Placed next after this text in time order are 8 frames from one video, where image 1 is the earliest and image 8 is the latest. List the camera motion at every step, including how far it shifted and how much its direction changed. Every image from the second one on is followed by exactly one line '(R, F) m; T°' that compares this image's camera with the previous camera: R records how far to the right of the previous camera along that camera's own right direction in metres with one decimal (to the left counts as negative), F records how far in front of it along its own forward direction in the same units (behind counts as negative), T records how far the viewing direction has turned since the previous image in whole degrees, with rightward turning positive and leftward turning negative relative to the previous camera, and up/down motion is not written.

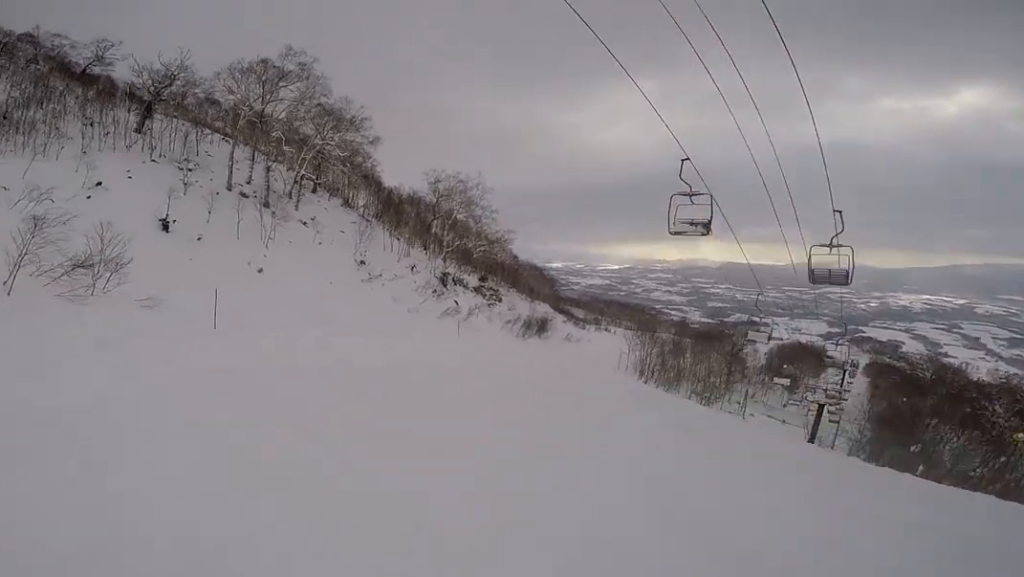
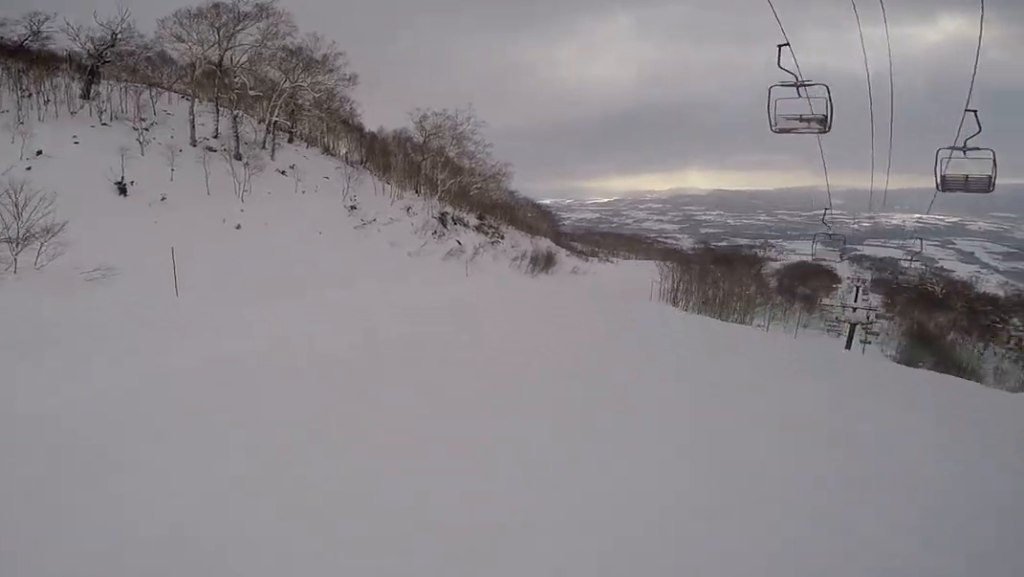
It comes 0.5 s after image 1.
(-0.6, +3.6) m; +2°
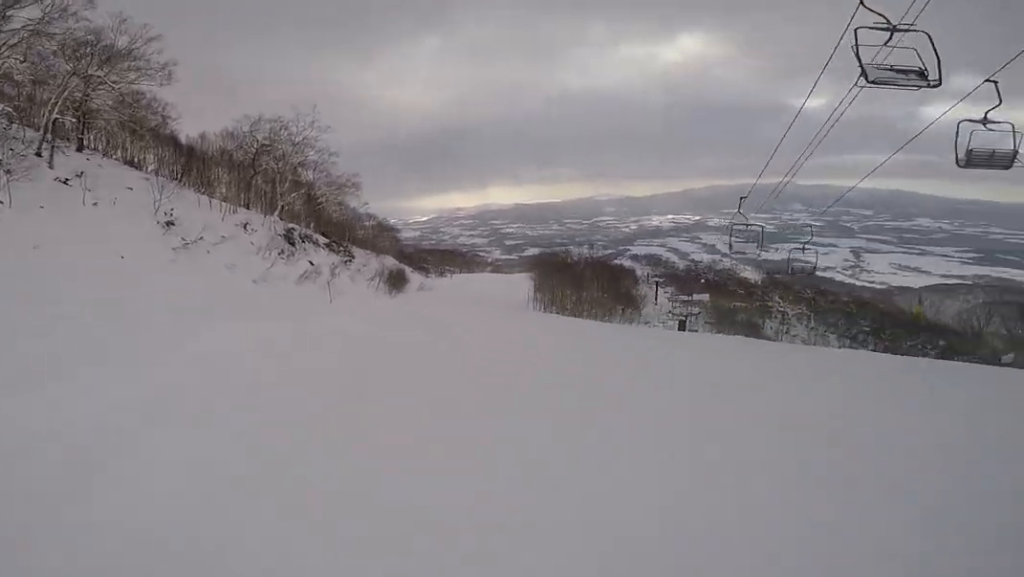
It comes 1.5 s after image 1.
(+0.3, +6.1) m; +22°
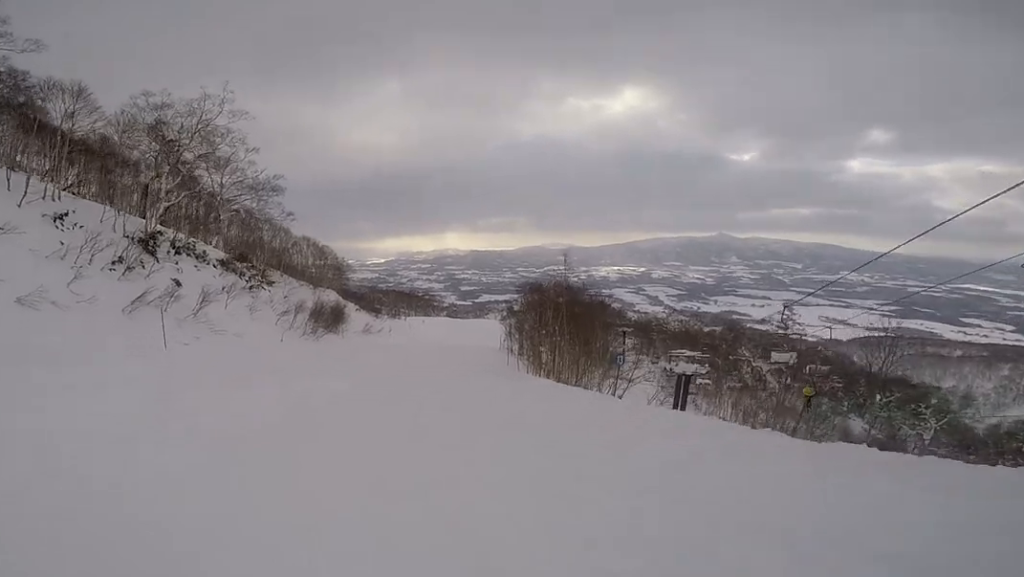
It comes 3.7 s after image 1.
(+6.0, +13.3) m; +18°
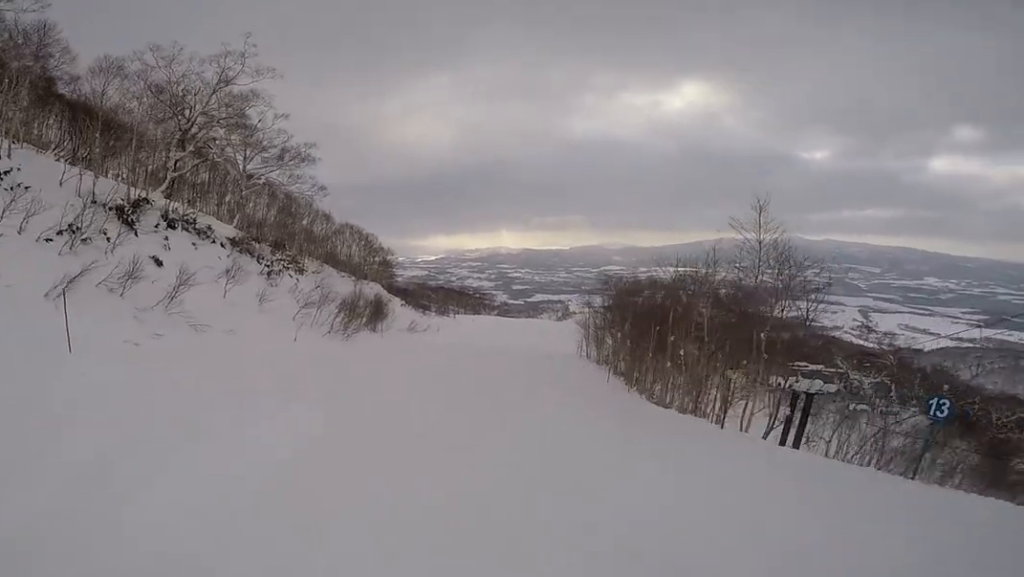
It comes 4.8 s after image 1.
(-1.7, +7.0) m; -23°
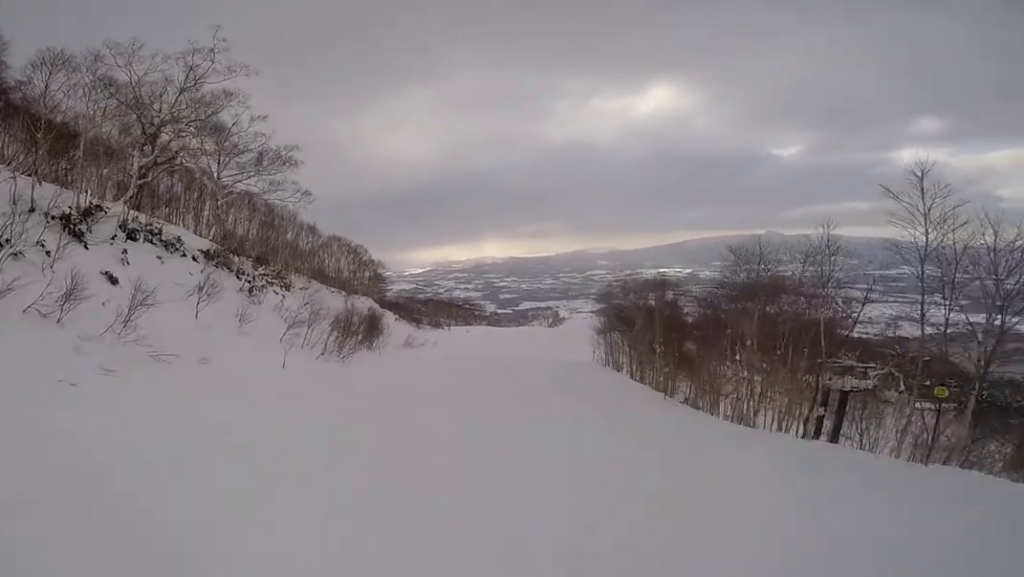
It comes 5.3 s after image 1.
(-0.5, +3.5) m; -4°
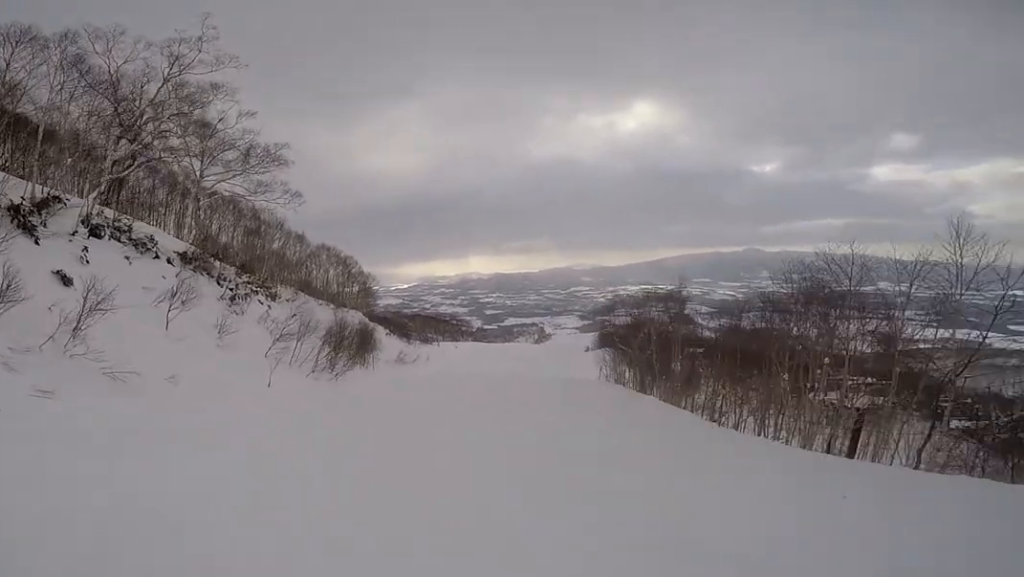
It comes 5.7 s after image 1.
(+0.1, +2.6) m; +6°
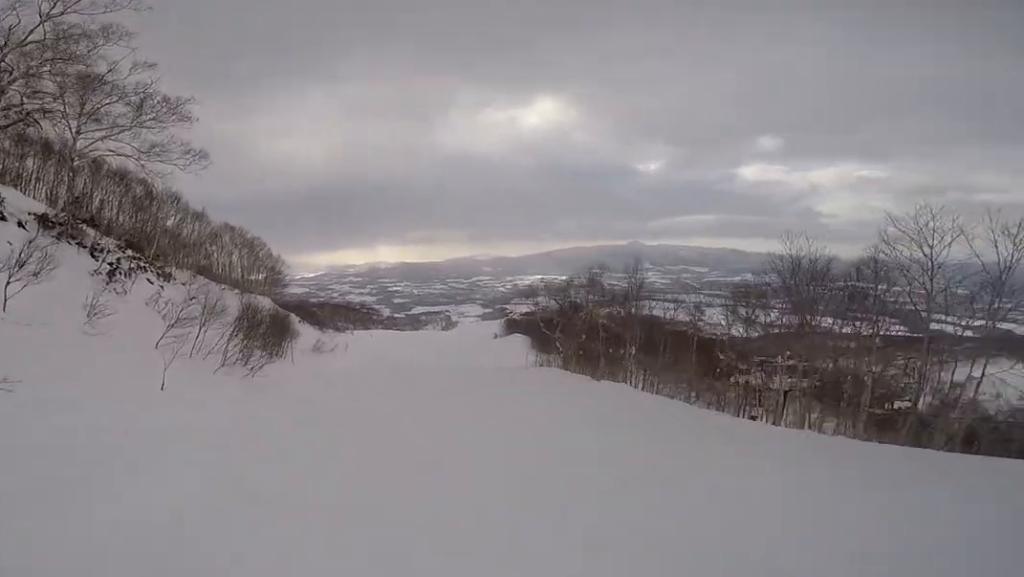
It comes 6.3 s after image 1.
(+0.1, +3.8) m; +10°
